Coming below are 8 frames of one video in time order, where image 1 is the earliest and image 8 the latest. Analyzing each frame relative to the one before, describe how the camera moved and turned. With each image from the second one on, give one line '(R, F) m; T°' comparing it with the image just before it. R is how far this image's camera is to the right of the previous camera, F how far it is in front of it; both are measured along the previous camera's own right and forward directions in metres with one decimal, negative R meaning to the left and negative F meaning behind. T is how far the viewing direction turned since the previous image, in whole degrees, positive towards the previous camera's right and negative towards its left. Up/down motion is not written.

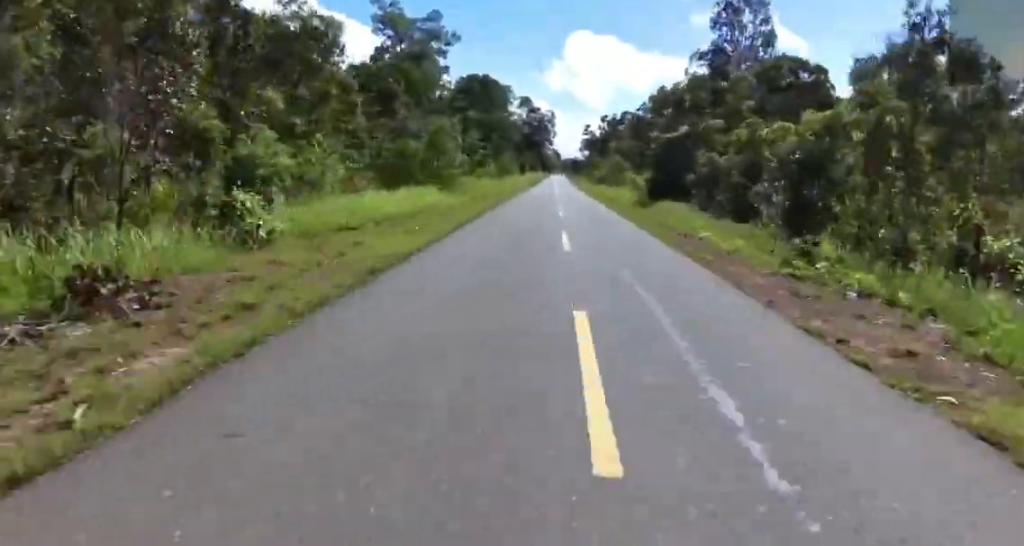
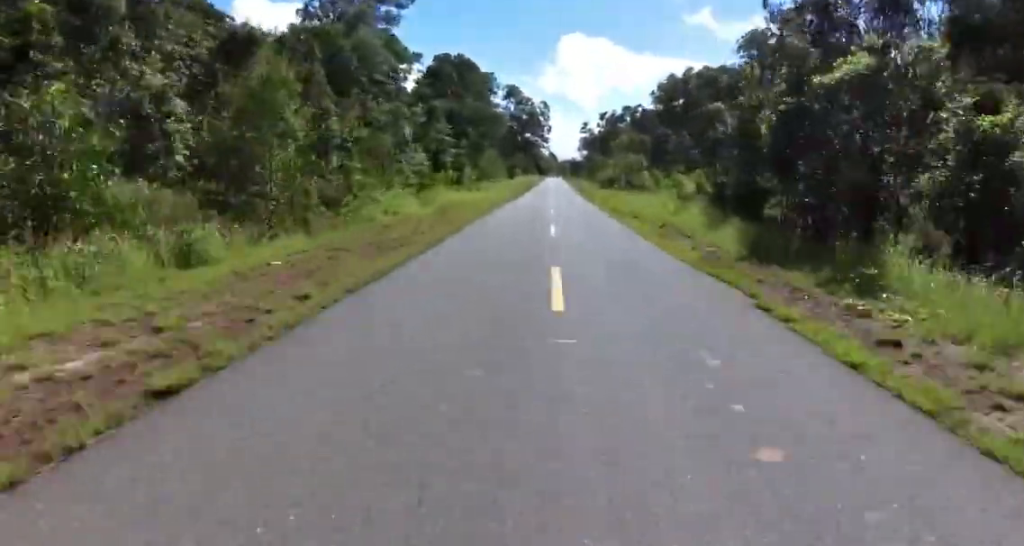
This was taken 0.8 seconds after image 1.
(+1.1, +23.0) m; +1°
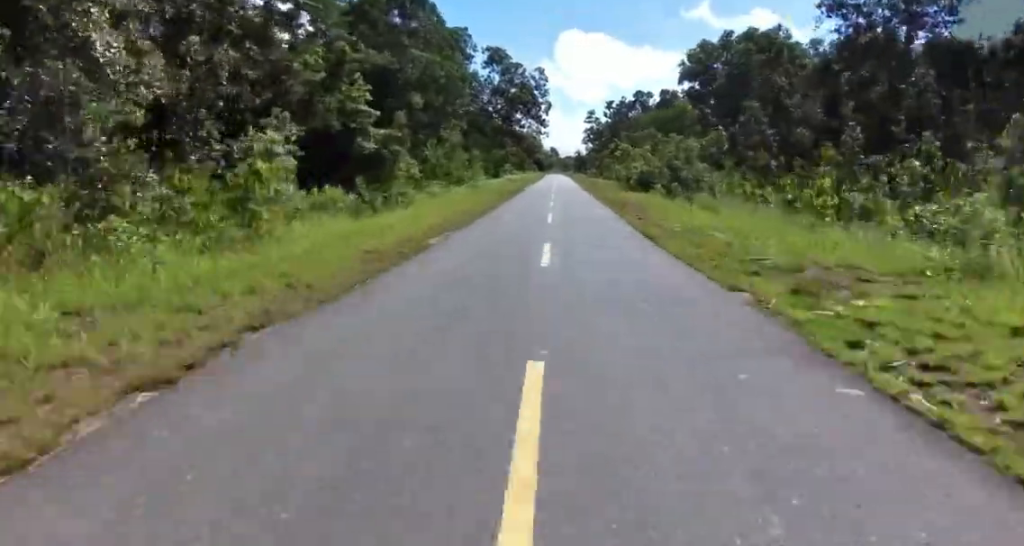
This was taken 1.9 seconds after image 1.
(-0.8, +30.0) m; -1°
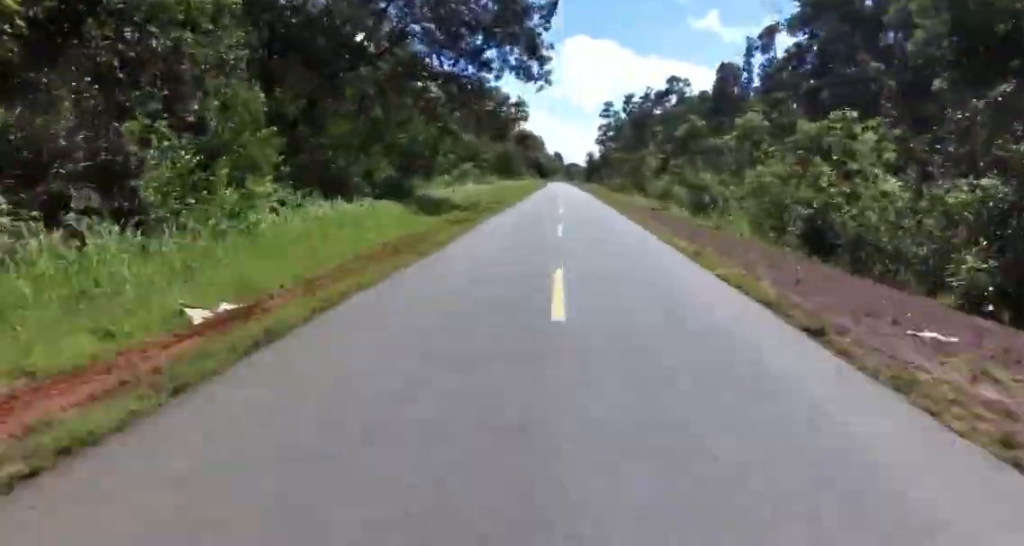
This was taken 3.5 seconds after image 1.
(+0.9, +45.3) m; +3°
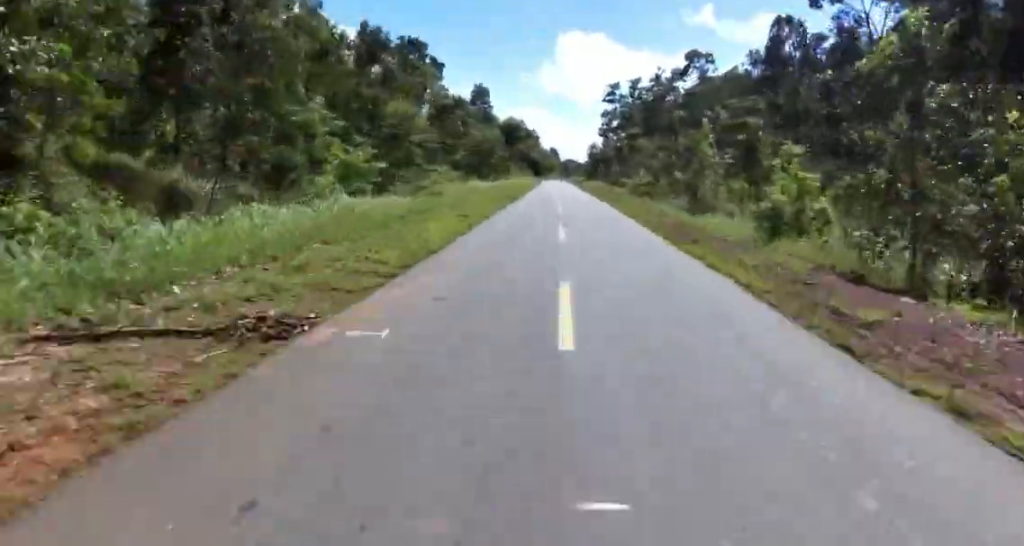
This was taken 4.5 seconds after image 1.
(+0.5, +26.0) m; 0°
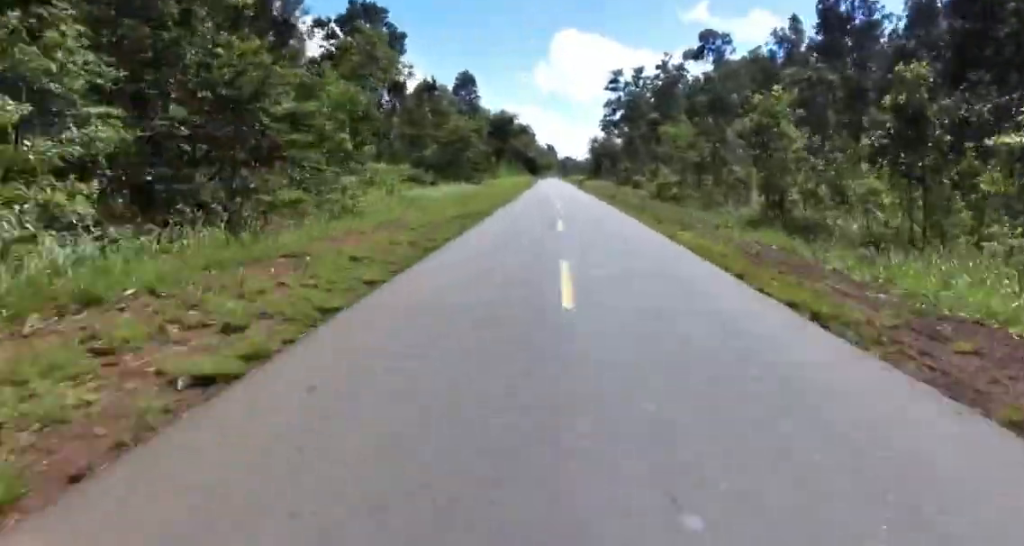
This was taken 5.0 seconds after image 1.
(+0.2, +14.1) m; -1°
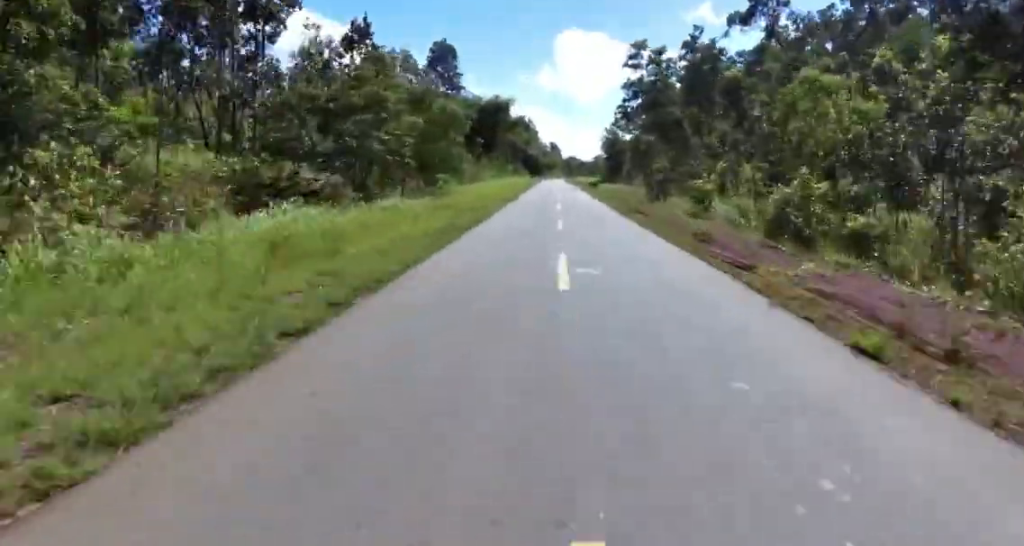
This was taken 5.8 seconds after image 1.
(-0.5, +24.8) m; -3°
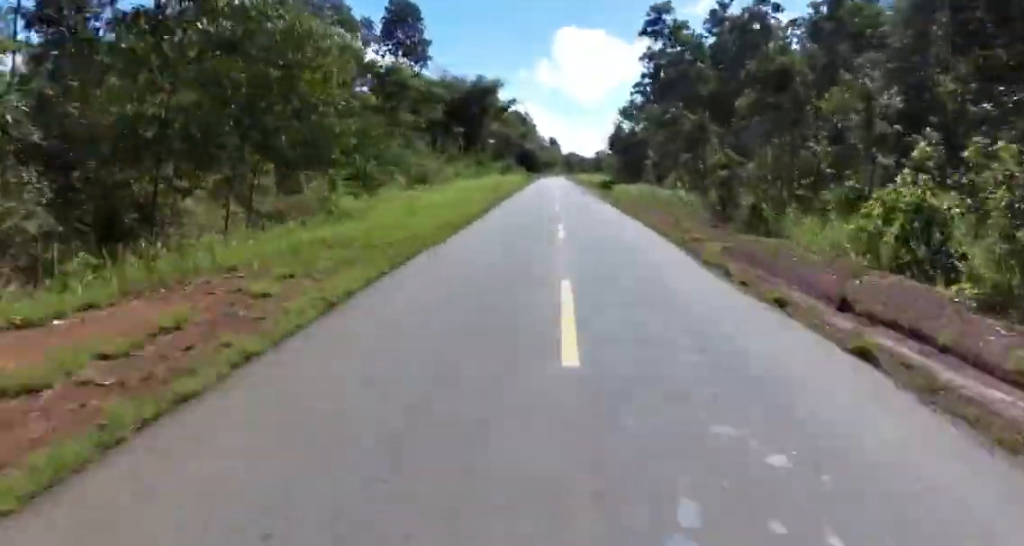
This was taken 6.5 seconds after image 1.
(-0.8, +20.8) m; 0°
